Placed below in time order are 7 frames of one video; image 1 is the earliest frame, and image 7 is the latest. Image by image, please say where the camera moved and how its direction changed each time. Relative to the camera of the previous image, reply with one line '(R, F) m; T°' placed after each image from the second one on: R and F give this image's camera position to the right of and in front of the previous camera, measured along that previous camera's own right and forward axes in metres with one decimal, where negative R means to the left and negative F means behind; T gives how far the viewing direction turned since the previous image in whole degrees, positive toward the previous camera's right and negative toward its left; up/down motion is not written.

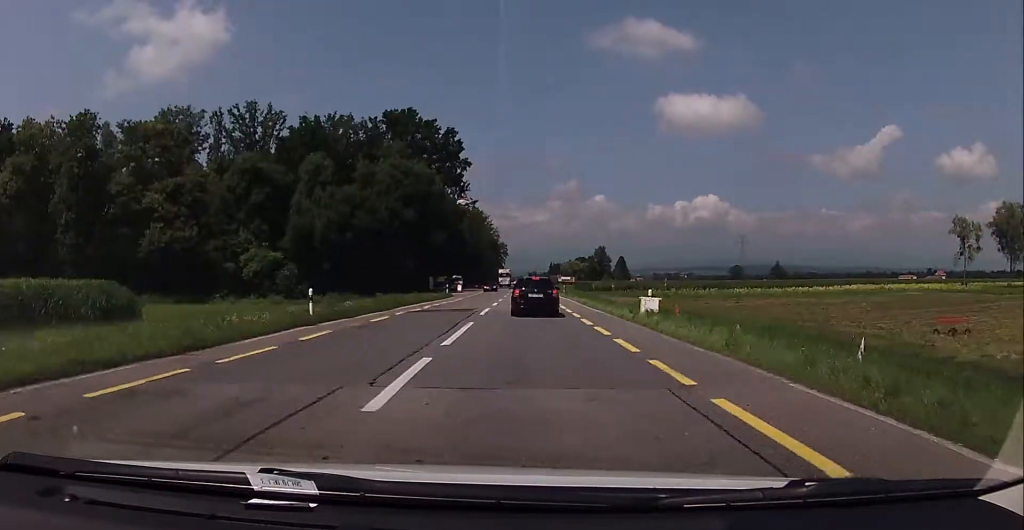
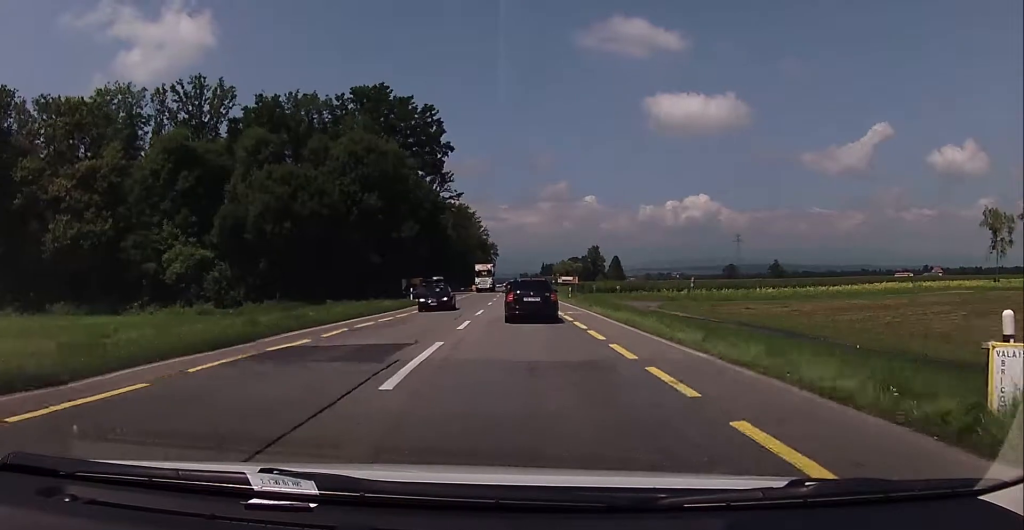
(-0.3, +17.1) m; -1°
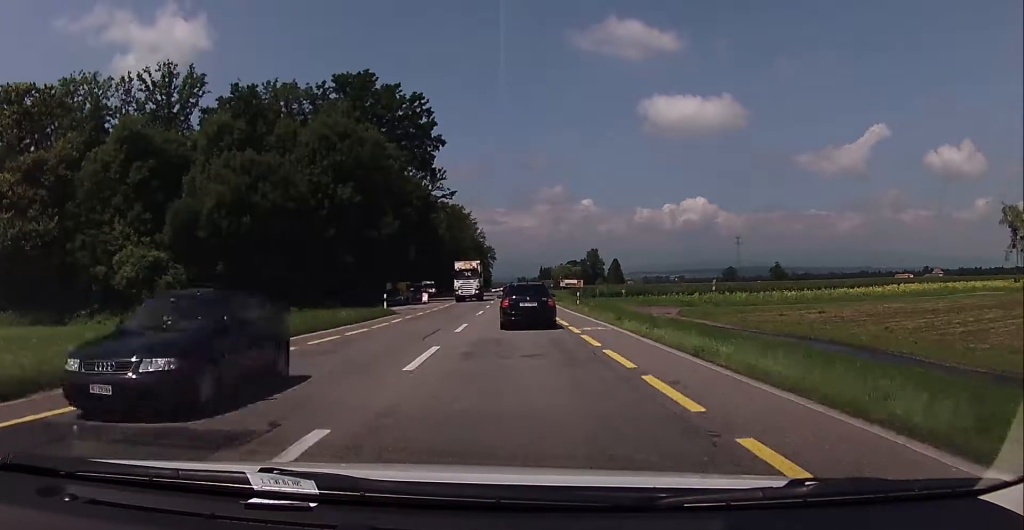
(0.0, +8.7) m; -1°
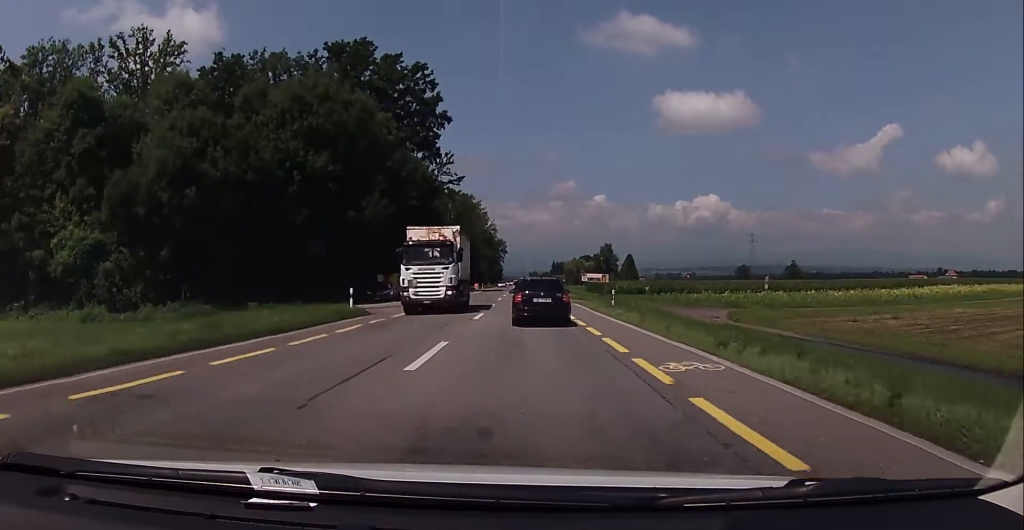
(-0.1, +10.5) m; +1°
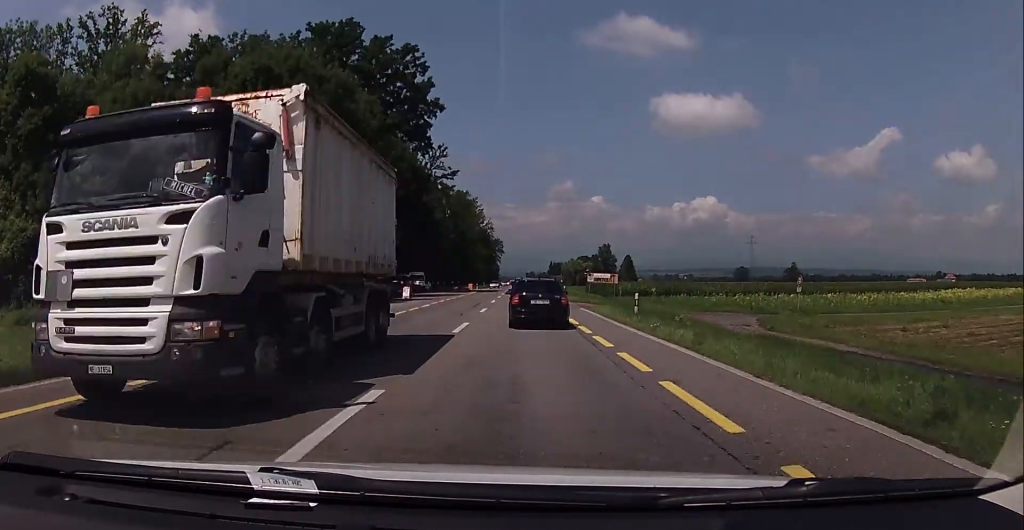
(+0.1, +6.6) m; +1°
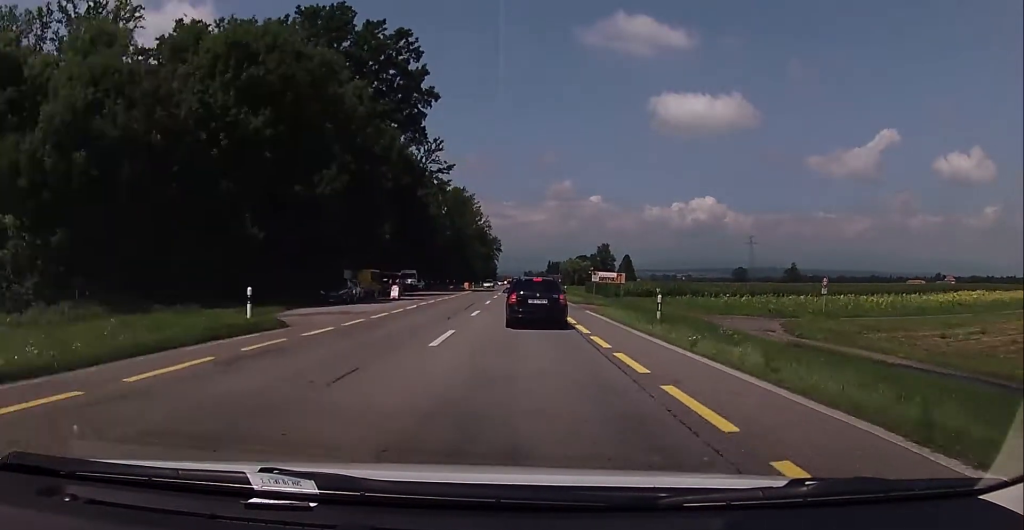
(+0.1, +4.1) m; 0°
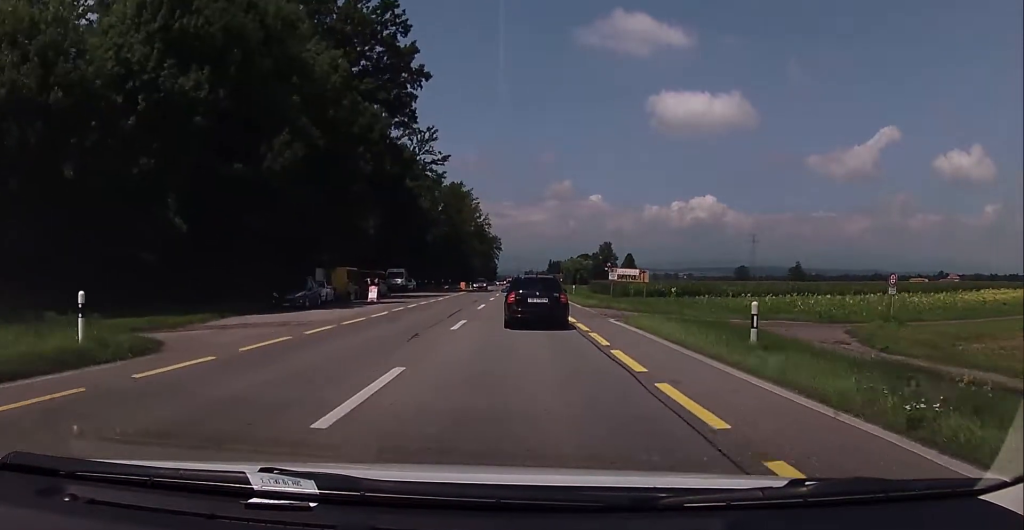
(-0.2, +7.7) m; -2°
